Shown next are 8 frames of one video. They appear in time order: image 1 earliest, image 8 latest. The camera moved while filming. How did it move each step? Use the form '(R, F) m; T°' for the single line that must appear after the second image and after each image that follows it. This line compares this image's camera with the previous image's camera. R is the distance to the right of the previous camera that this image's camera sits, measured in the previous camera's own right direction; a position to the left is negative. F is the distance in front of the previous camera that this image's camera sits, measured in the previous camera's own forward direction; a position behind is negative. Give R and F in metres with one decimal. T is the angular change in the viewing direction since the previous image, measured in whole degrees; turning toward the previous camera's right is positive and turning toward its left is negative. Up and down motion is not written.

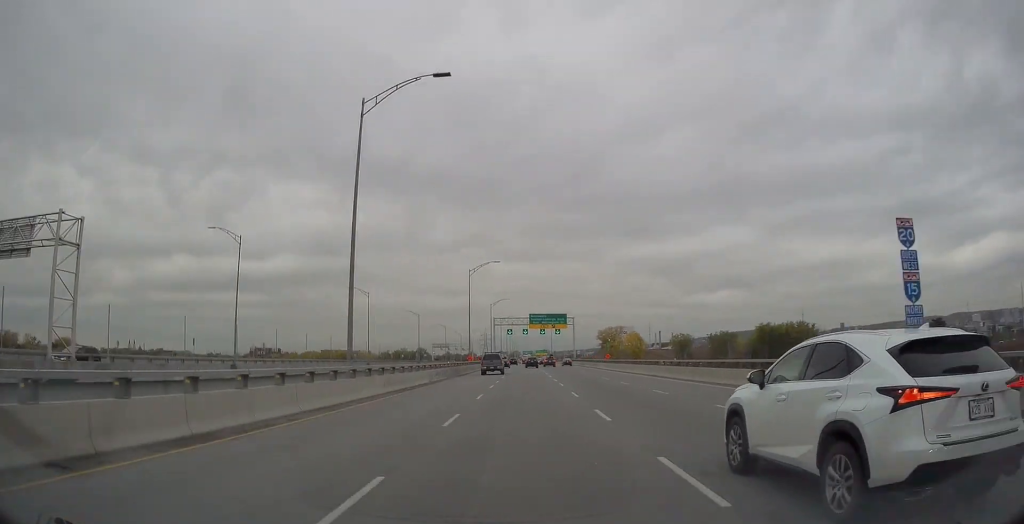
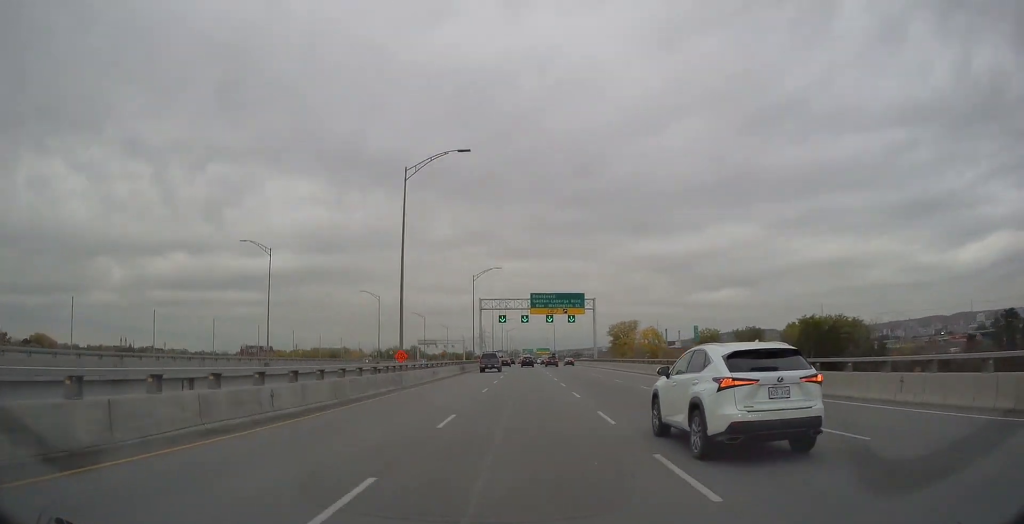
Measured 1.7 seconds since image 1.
(0.0, +41.3) m; 0°
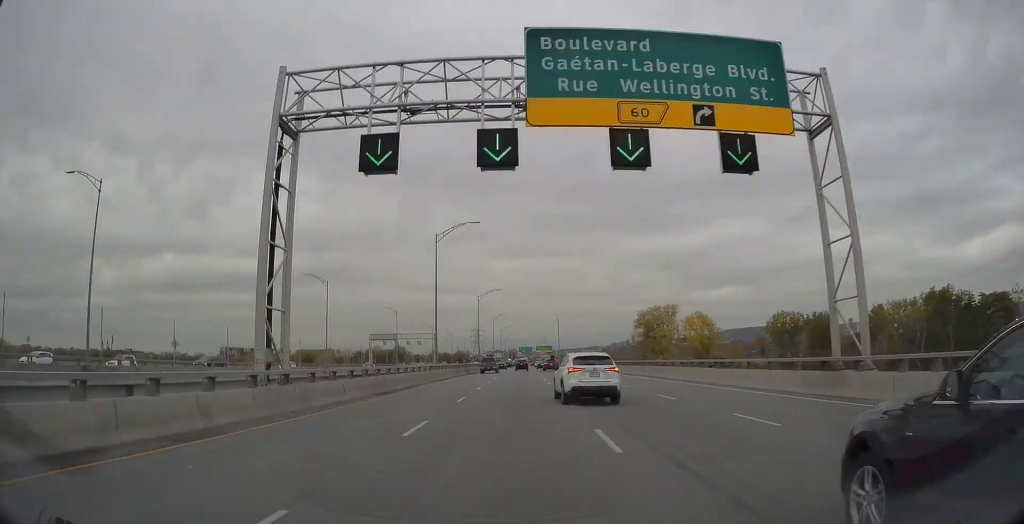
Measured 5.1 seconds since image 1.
(+0.2, +79.1) m; 0°
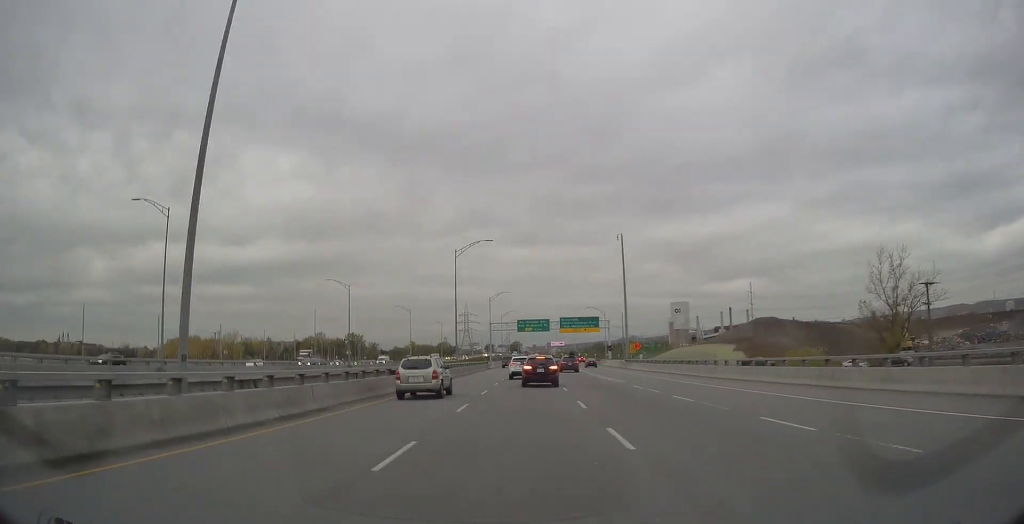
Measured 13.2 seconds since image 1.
(-0.9, +192.1) m; 0°
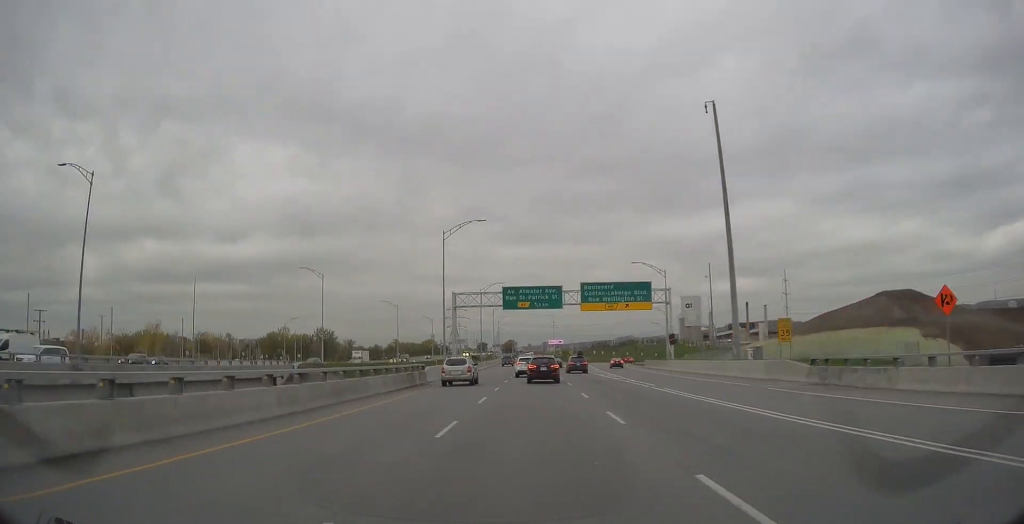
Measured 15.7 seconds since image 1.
(0.0, +60.0) m; 0°
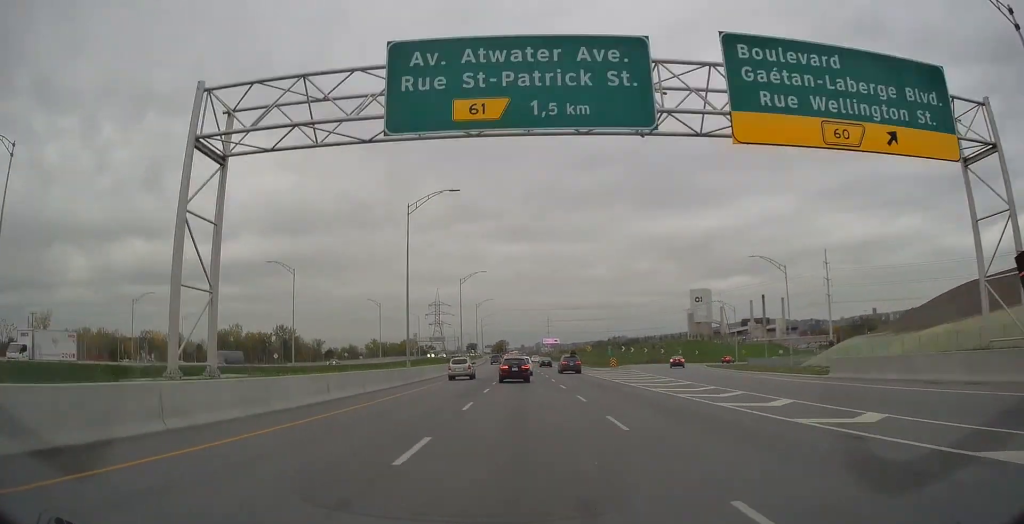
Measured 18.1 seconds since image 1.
(+0.1, +57.0) m; 0°
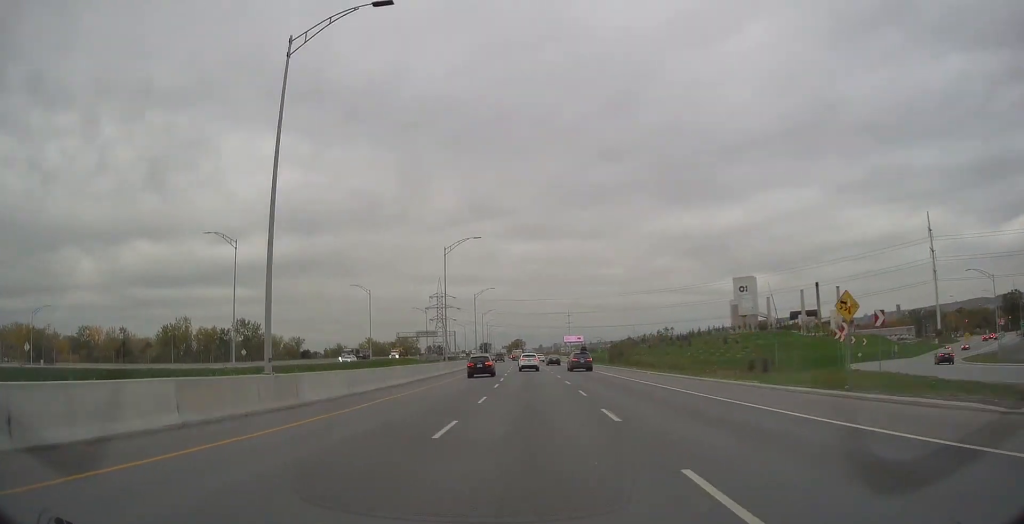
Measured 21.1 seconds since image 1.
(+0.2, +69.8) m; -1°
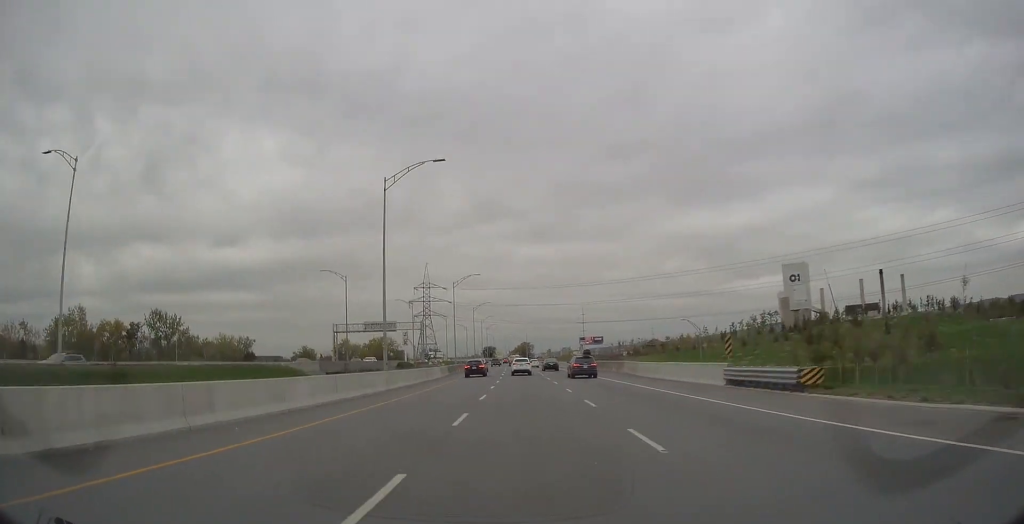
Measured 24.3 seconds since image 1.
(-1.1, +76.2) m; -1°
